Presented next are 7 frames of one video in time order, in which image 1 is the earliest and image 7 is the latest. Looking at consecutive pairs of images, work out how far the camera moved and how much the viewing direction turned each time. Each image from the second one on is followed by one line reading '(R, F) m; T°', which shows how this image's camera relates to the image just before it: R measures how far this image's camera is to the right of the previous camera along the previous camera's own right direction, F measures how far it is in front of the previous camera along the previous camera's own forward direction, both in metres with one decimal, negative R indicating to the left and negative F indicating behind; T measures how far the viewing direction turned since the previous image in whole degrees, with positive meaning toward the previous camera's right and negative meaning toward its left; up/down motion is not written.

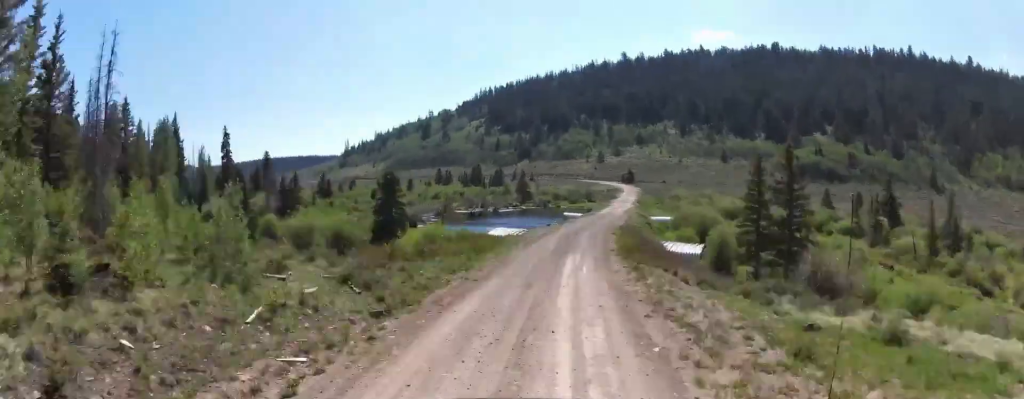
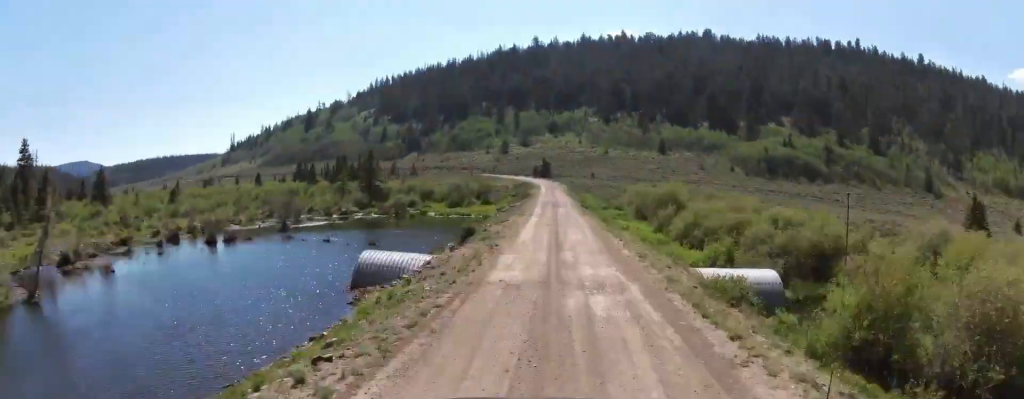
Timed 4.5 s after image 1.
(+7.1, +55.8) m; +2°
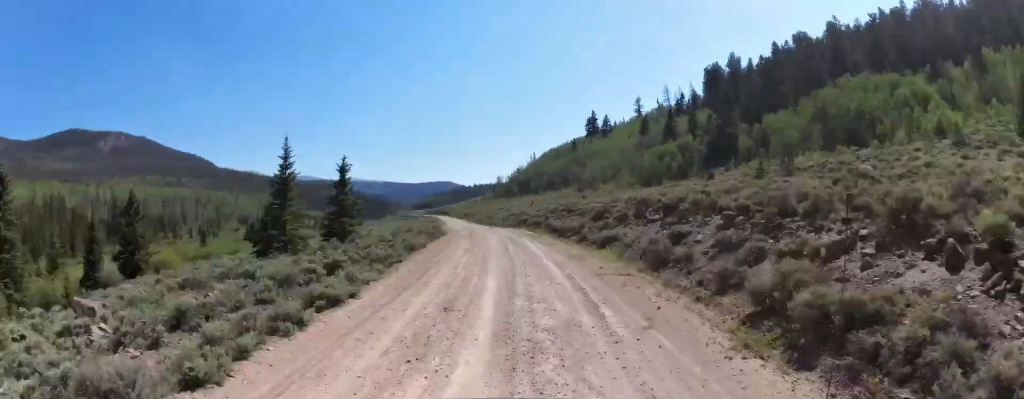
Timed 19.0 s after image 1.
(-59.5, +158.9) m; -44°
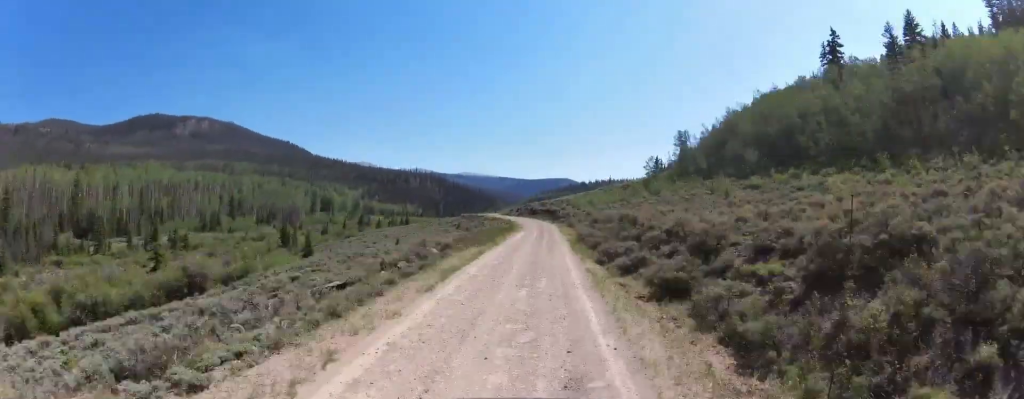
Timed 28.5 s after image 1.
(-17.1, +122.3) m; -12°
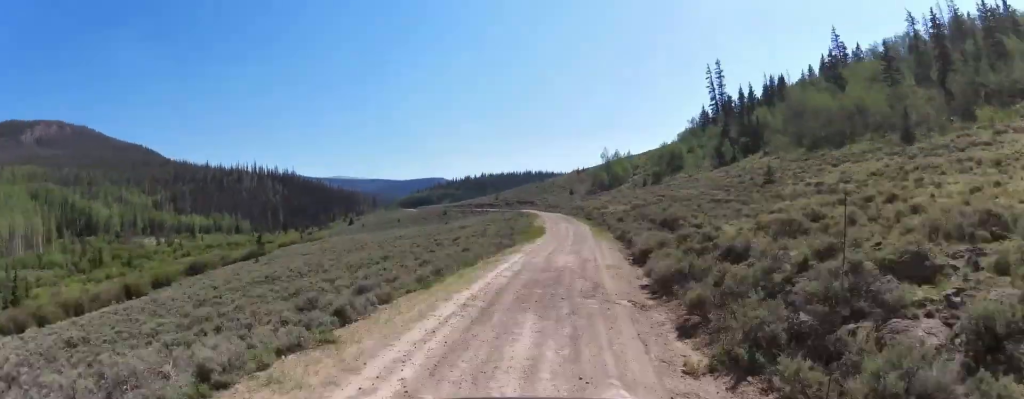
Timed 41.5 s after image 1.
(+18.9, +164.7) m; +14°
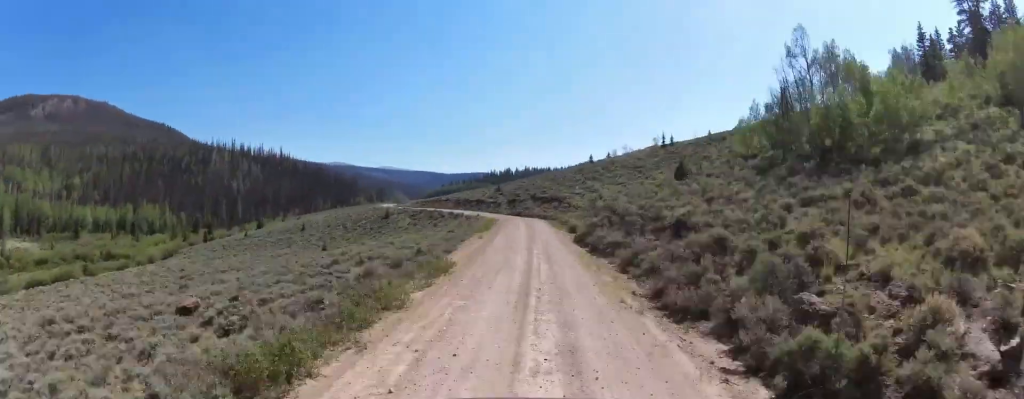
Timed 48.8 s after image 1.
(-1.2, +90.7) m; -11°
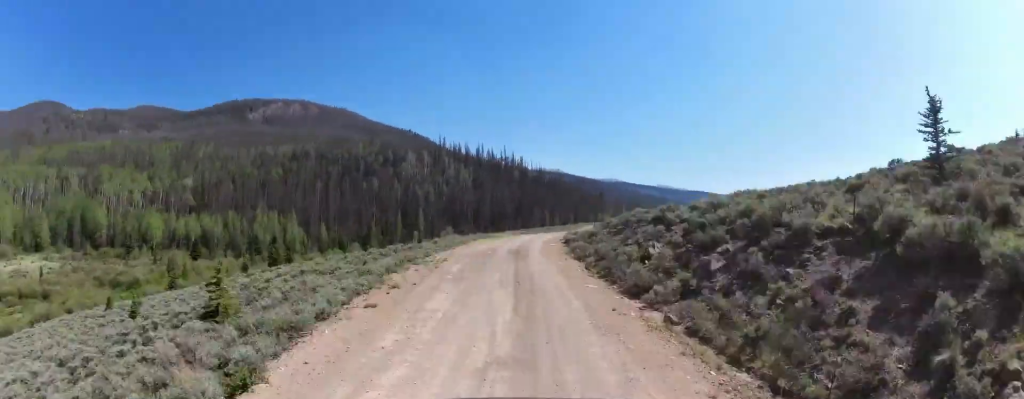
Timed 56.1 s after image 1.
(-15.4, +81.6) m; -9°
